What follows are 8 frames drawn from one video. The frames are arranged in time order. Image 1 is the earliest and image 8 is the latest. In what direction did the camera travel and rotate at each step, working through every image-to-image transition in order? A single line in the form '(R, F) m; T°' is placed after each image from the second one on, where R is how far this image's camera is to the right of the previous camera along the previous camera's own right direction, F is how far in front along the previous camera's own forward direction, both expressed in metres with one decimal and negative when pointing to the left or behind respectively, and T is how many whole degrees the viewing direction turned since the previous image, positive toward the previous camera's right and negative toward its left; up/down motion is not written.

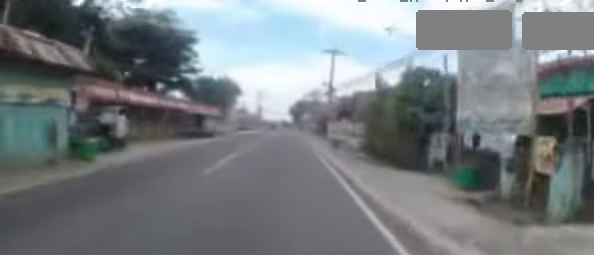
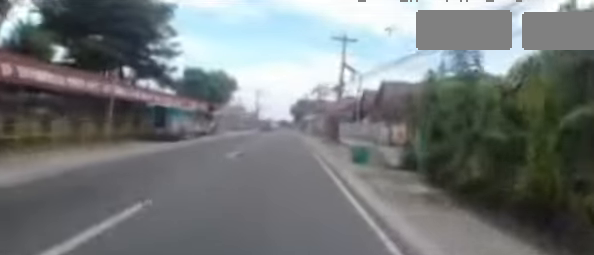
(+0.2, +7.2) m; -1°
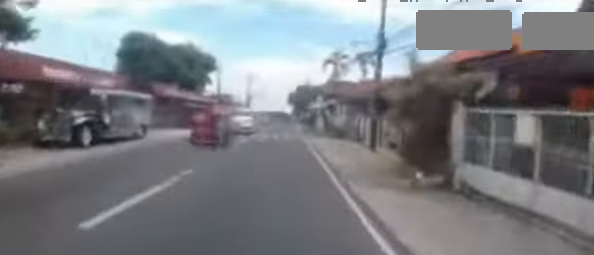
(-1.1, +16.7) m; -3°
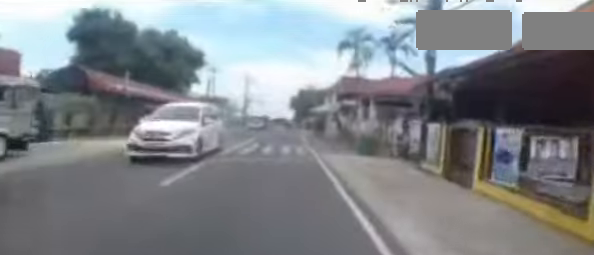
(-0.2, +6.9) m; +1°
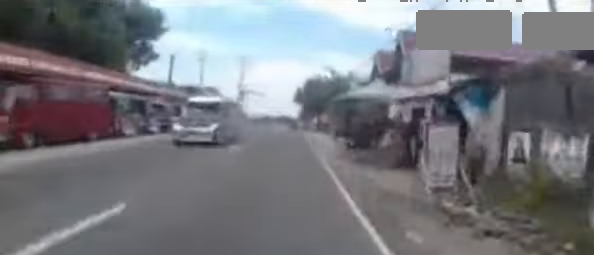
(+0.9, +13.2) m; +2°
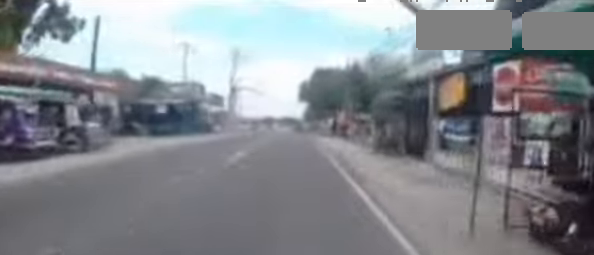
(-0.3, +10.8) m; -2°
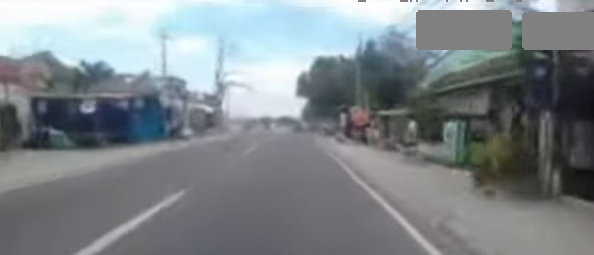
(0.0, +6.7) m; 0°
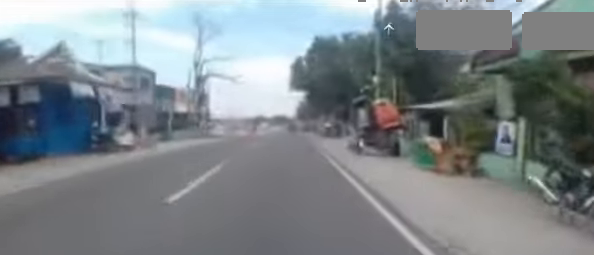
(0.0, +6.3) m; 0°
